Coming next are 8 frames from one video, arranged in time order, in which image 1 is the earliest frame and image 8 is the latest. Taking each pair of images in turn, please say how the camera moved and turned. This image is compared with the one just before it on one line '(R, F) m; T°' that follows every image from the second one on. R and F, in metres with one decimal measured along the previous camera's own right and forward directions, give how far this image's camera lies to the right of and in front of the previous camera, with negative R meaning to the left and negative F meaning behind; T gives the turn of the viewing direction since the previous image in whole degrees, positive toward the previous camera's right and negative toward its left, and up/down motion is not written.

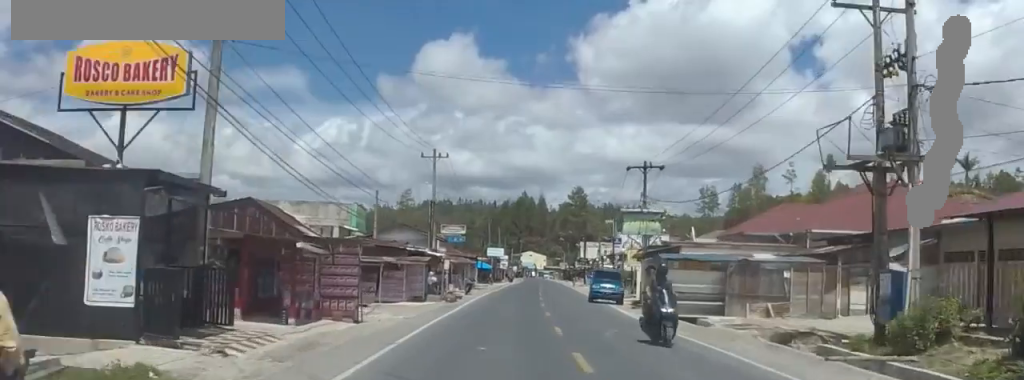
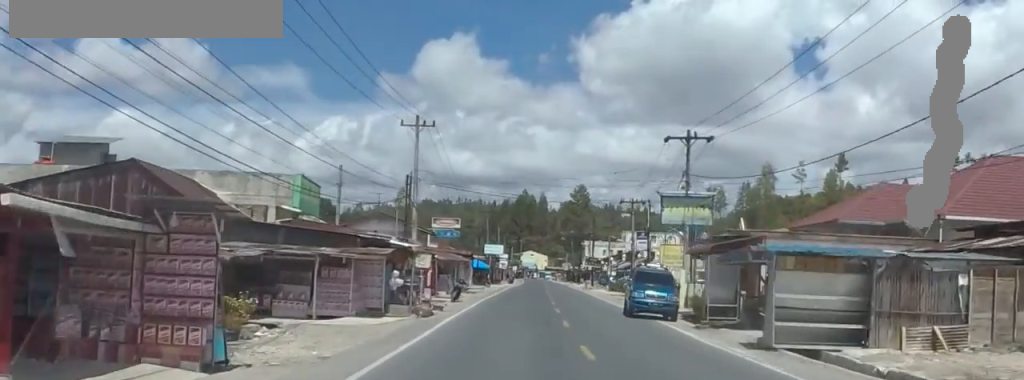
(+0.1, +14.0) m; +1°
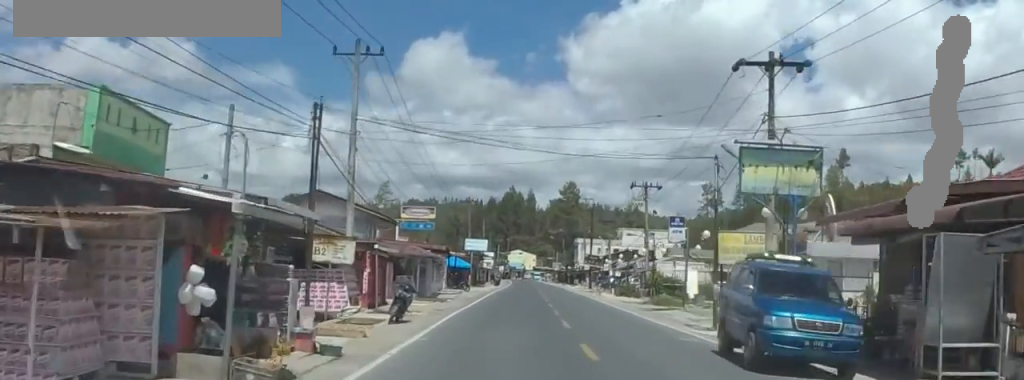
(+0.1, +17.4) m; +5°
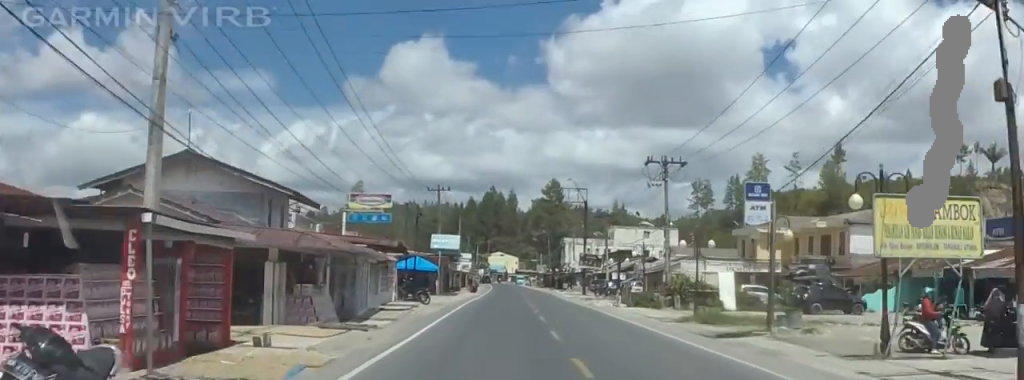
(+1.2, +18.0) m; 0°
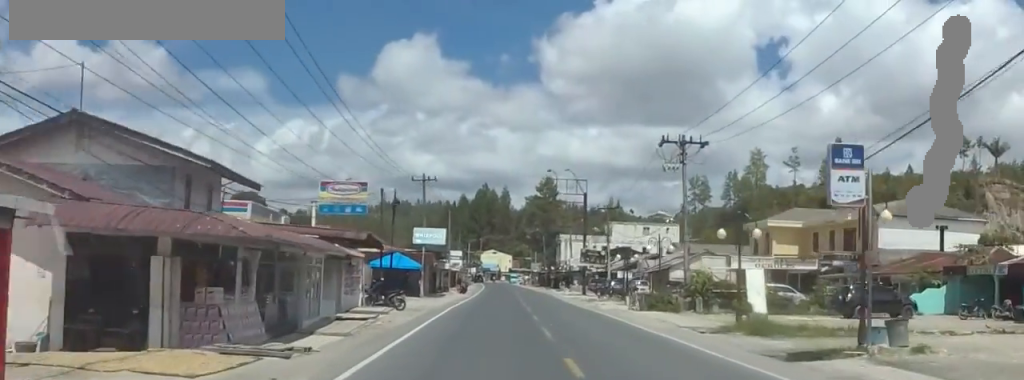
(-0.7, +8.0) m; 0°
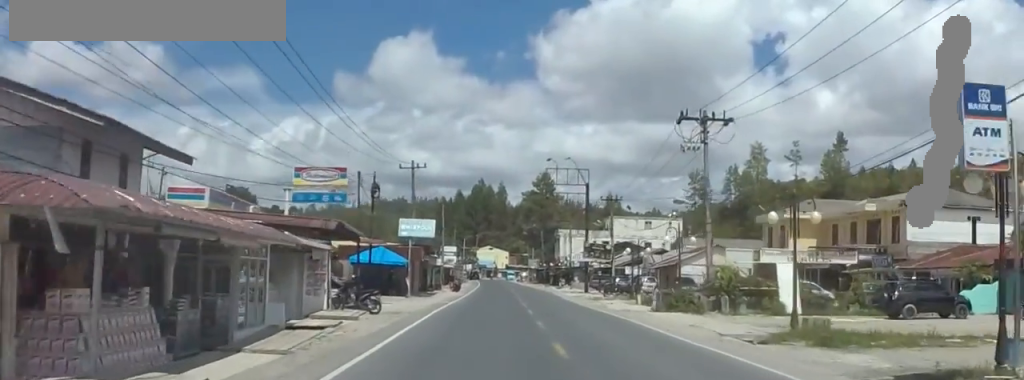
(-0.4, +6.2) m; 0°
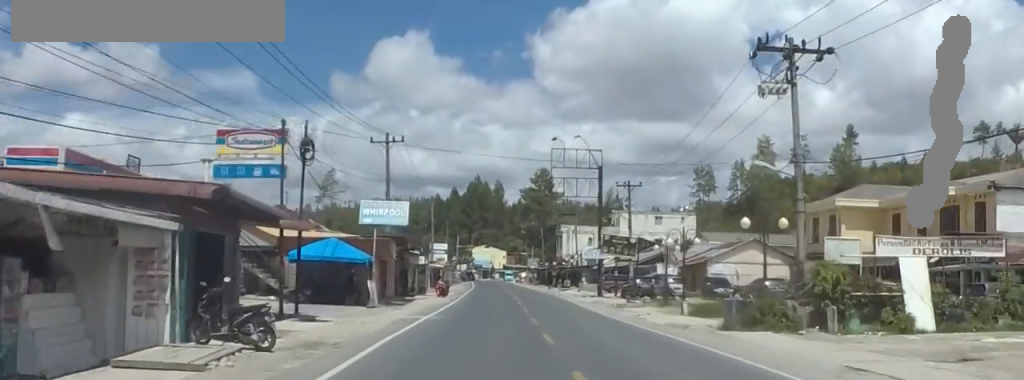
(+1.2, +13.5) m; 0°
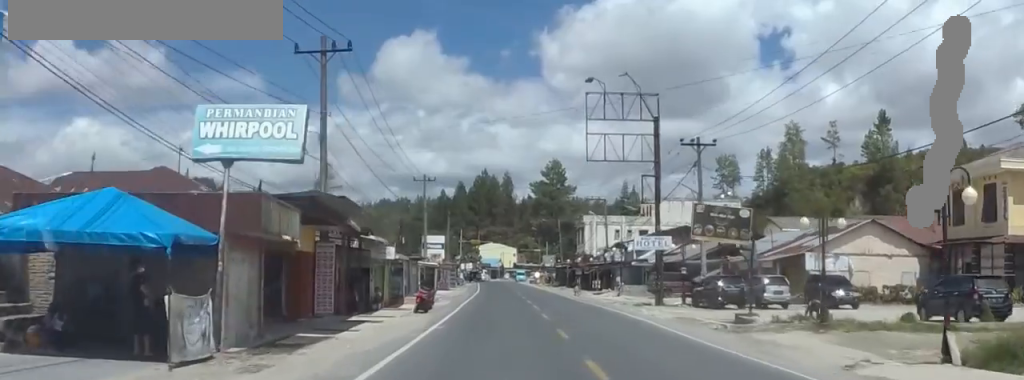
(-0.7, +22.0) m; 0°
